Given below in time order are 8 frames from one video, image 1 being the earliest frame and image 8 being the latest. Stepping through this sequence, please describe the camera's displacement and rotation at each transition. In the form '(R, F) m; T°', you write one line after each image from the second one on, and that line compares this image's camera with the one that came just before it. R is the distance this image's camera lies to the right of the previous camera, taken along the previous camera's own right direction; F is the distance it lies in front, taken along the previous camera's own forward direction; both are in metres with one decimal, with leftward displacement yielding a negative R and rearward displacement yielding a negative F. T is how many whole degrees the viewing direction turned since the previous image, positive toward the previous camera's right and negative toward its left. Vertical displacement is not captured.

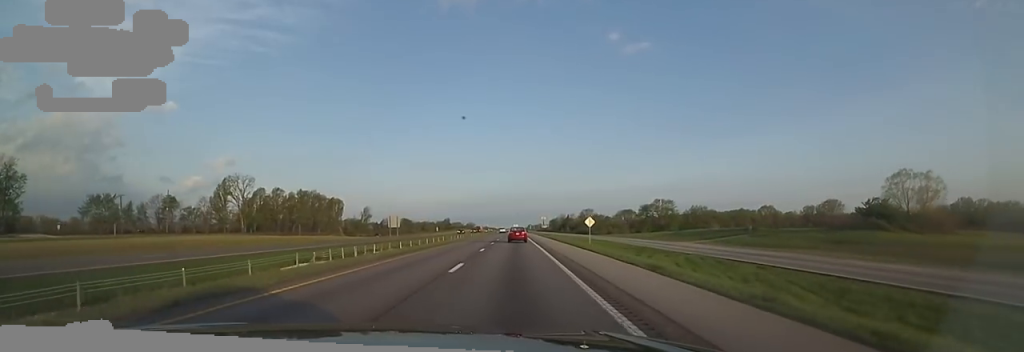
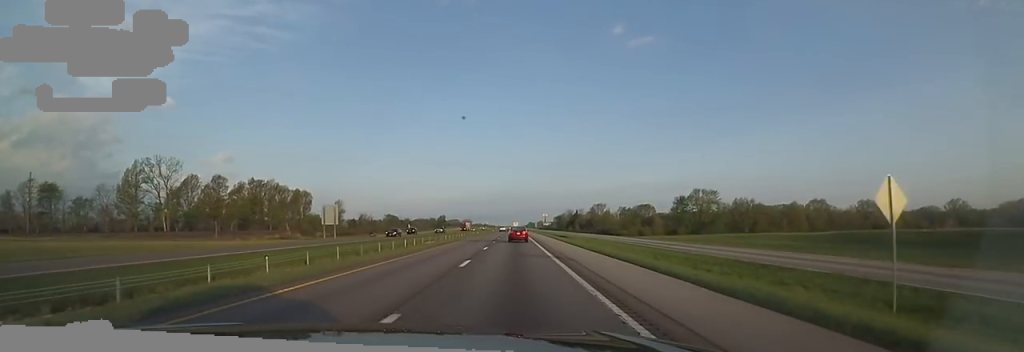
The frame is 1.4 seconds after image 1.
(+2.1, +47.5) m; +2°
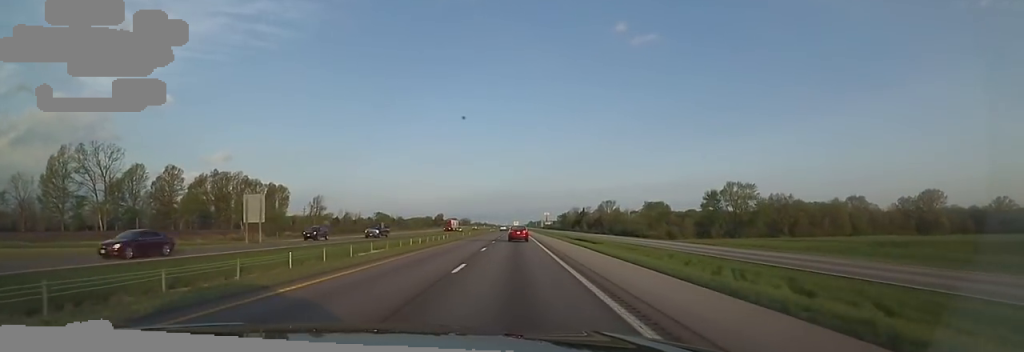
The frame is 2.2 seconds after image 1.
(-0.2, +27.0) m; -1°
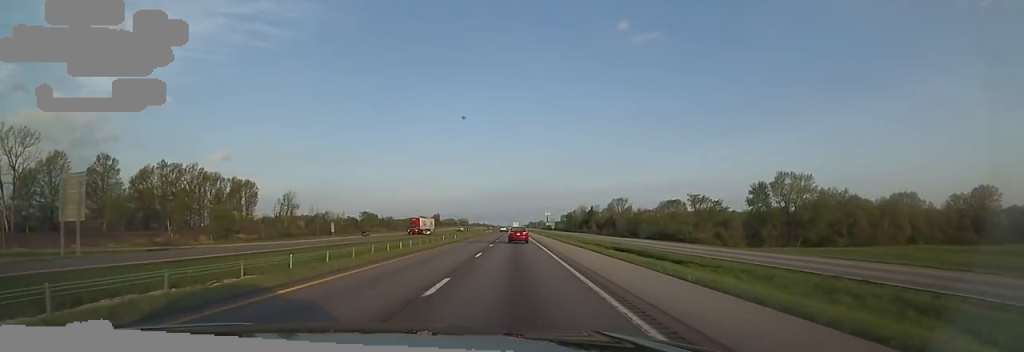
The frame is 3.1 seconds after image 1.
(-0.6, +29.0) m; -1°
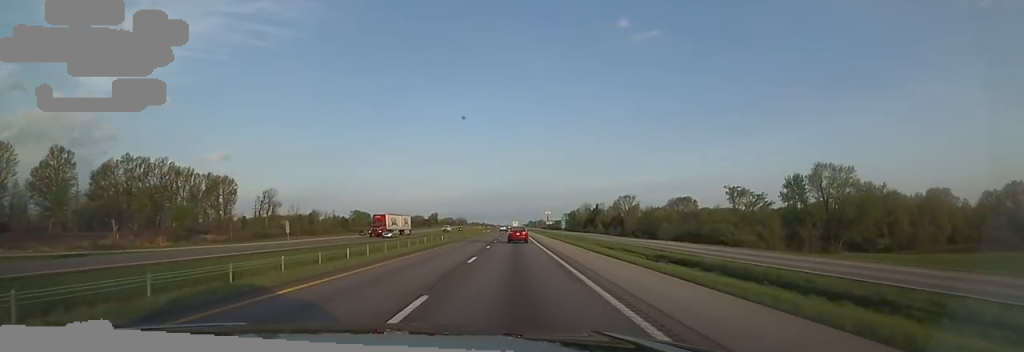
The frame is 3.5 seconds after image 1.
(+0.2, +15.6) m; 0°
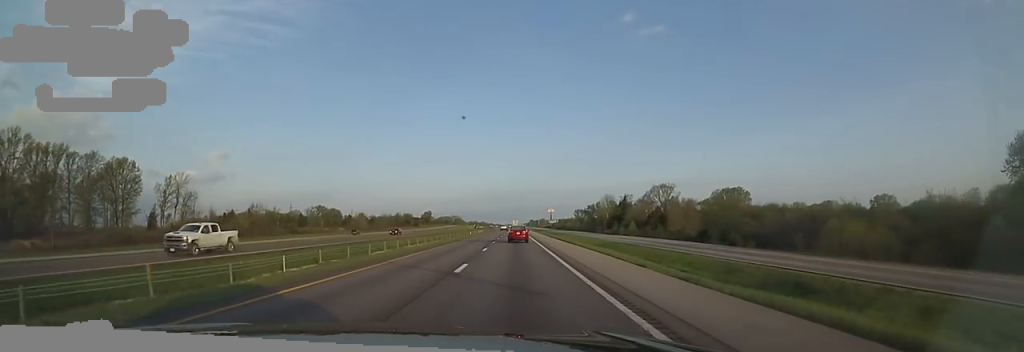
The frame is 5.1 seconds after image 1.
(+0.4, +53.7) m; +1°
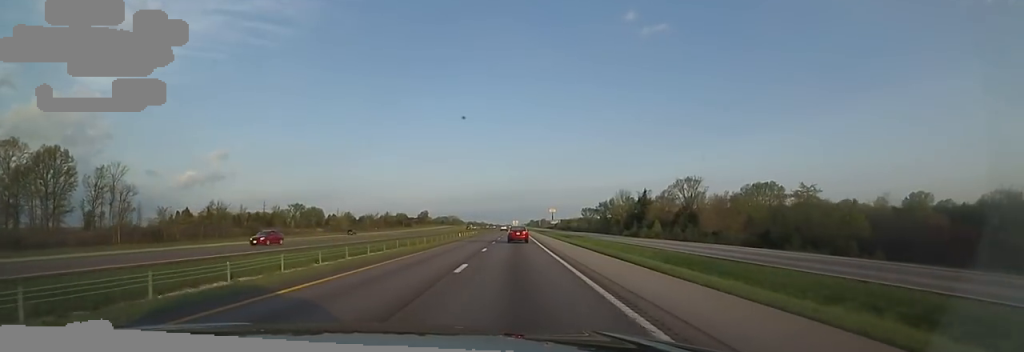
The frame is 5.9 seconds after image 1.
(+0.2, +24.6) m; 0°
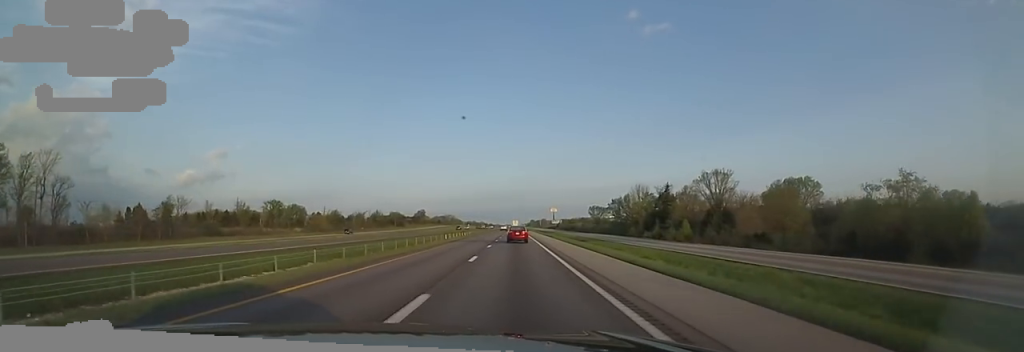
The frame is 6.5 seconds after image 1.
(0.0, +20.1) m; -1°
